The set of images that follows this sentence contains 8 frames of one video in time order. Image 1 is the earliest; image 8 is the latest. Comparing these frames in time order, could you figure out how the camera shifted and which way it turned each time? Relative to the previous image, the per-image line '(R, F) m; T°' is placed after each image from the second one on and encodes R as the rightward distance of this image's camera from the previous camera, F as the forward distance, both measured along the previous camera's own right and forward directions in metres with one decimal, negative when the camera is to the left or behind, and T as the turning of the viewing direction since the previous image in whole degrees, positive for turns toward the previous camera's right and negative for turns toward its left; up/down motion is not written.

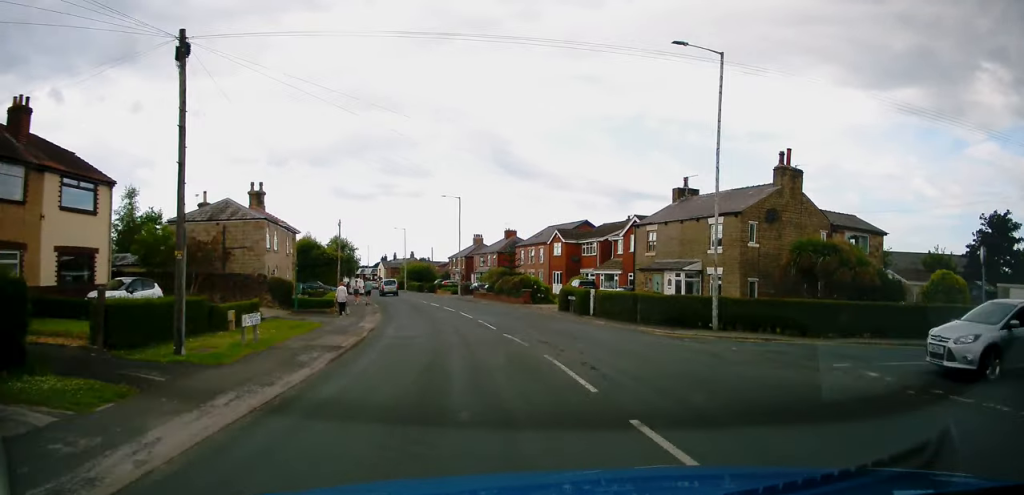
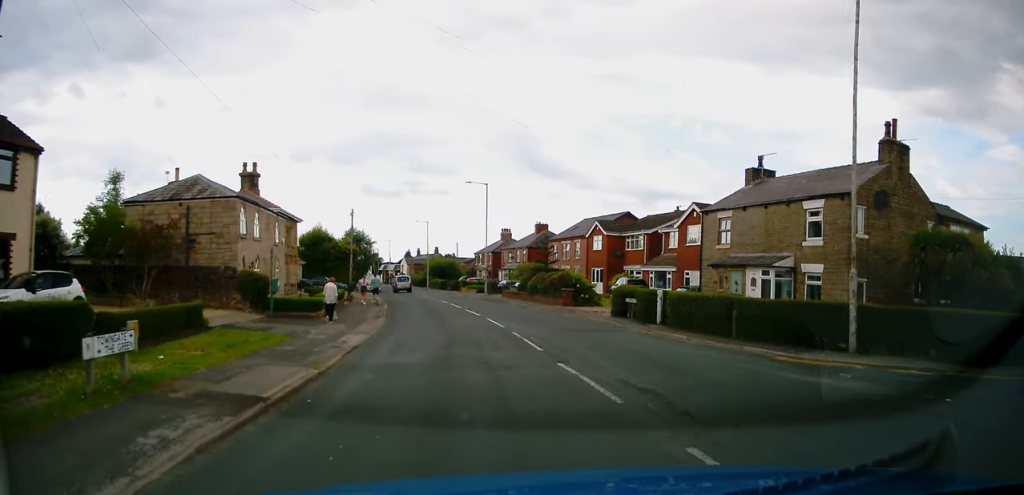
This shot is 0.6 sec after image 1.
(+0.1, +6.8) m; -2°
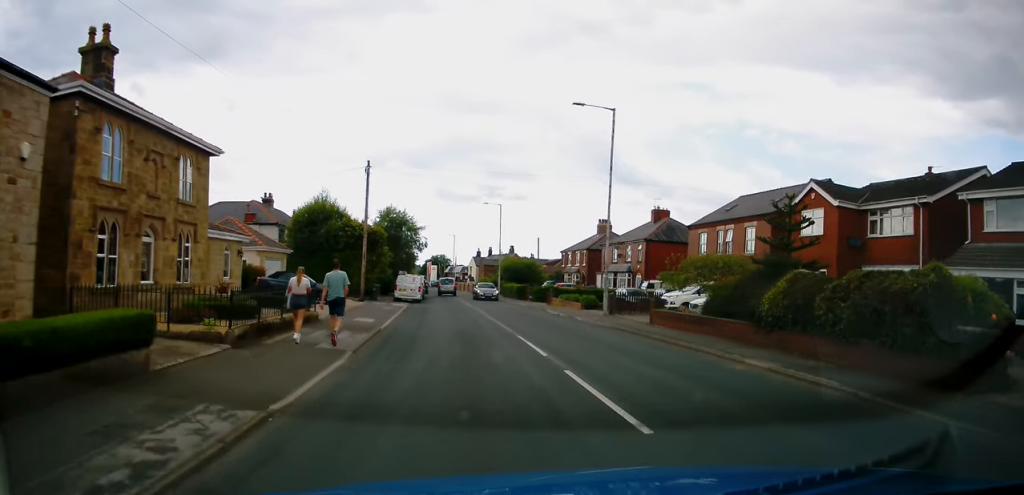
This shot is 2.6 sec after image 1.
(-2.5, +24.2) m; -9°
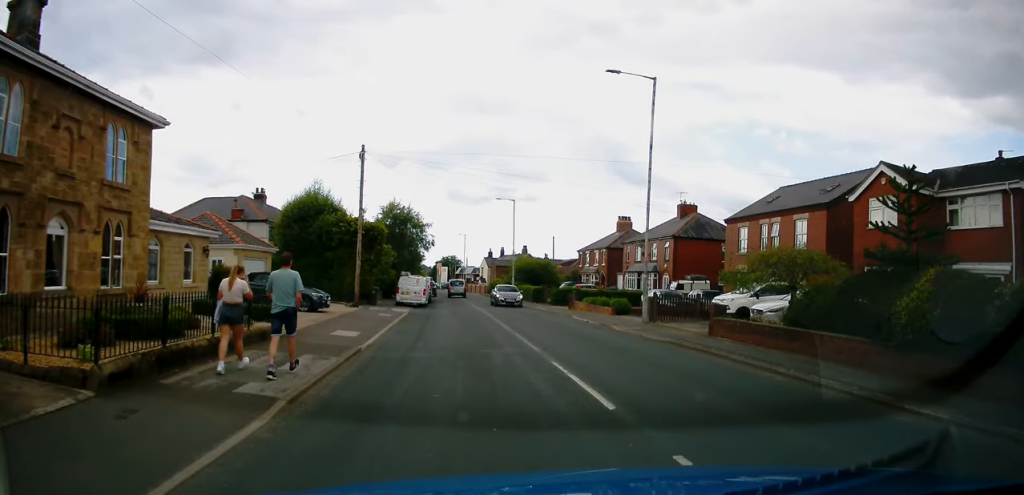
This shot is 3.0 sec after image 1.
(0.0, +4.9) m; 0°
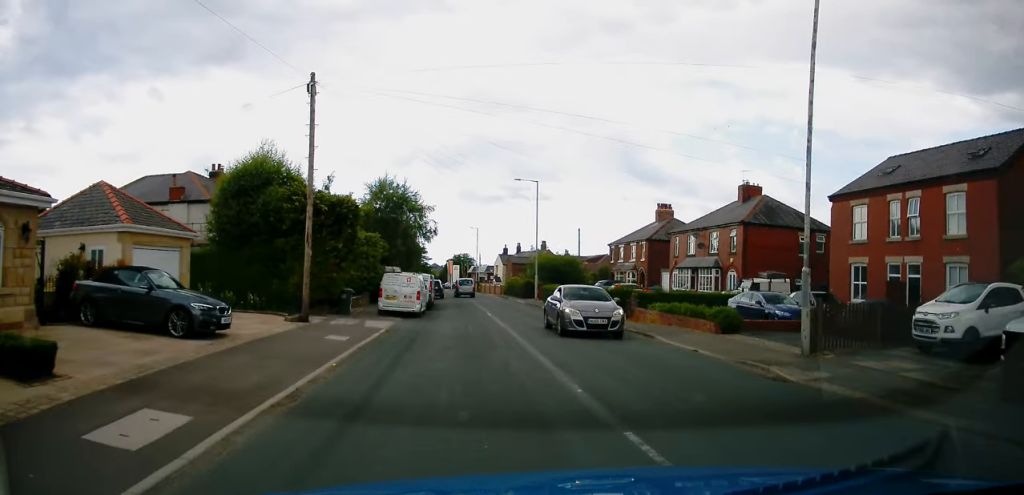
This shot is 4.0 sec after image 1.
(0.0, +10.9) m; 0°
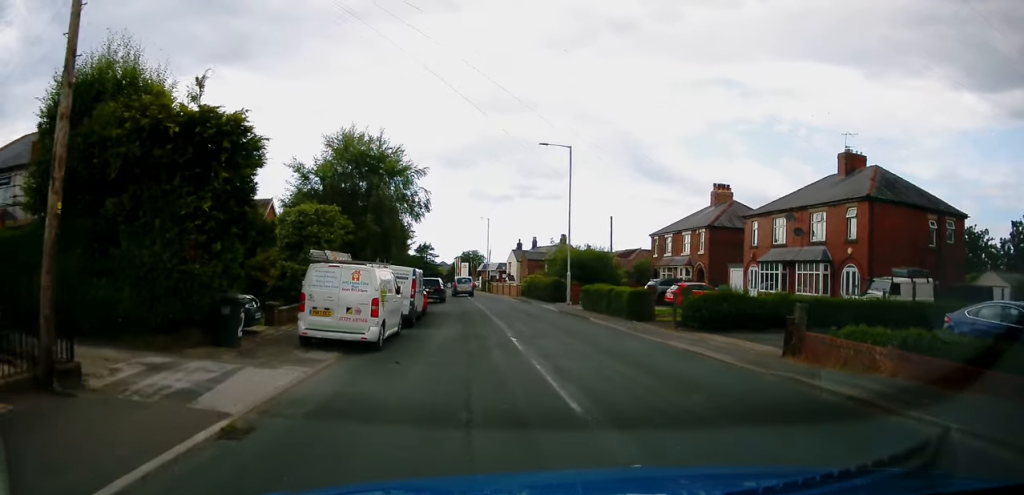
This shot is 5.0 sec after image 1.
(0.0, +12.9) m; 0°
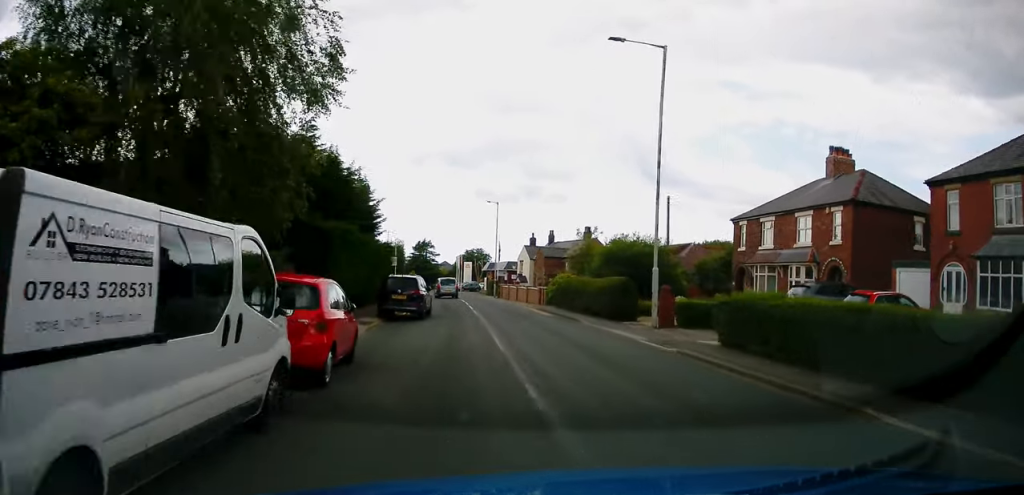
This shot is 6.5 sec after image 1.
(0.0, +17.1) m; -2°
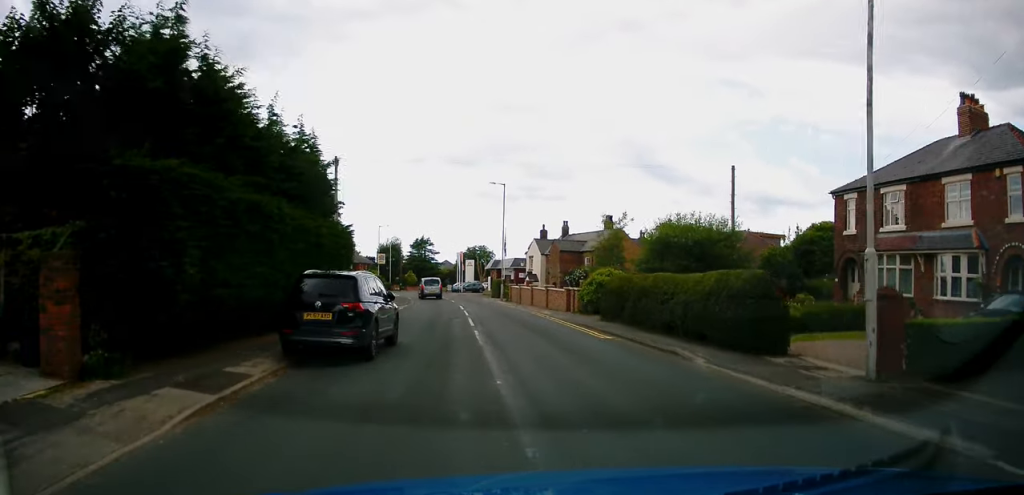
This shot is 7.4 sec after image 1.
(-0.5, +11.6) m; -3°
